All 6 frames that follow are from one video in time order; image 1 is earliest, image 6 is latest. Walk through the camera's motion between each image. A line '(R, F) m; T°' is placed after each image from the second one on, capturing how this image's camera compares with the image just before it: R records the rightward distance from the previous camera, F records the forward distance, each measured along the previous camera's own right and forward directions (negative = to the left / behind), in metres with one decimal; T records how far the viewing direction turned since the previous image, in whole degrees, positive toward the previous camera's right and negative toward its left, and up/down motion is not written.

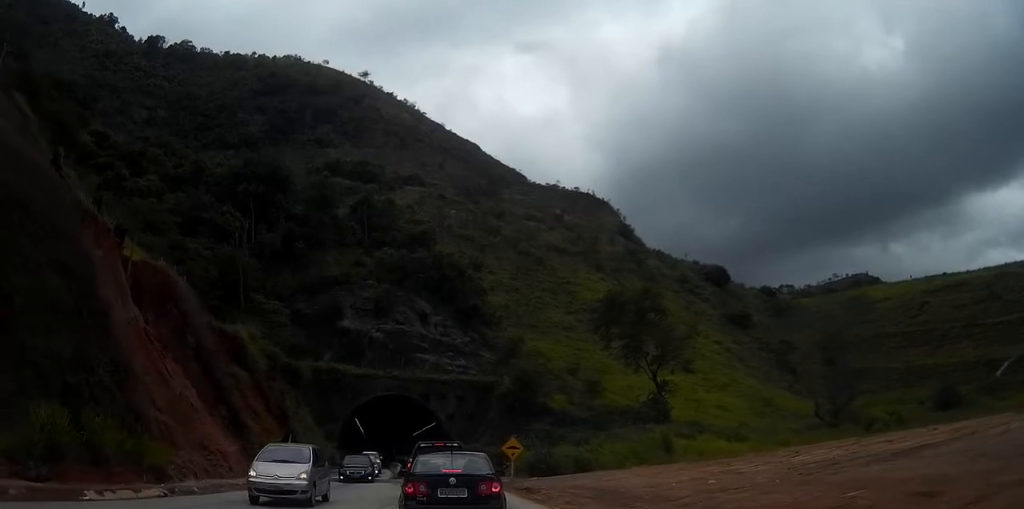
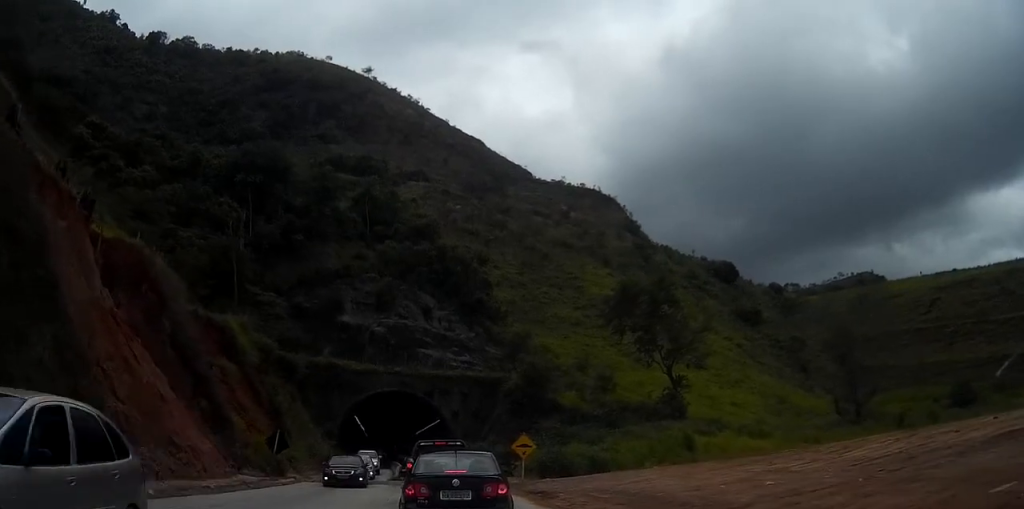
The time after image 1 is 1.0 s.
(-0.1, +4.4) m; -1°
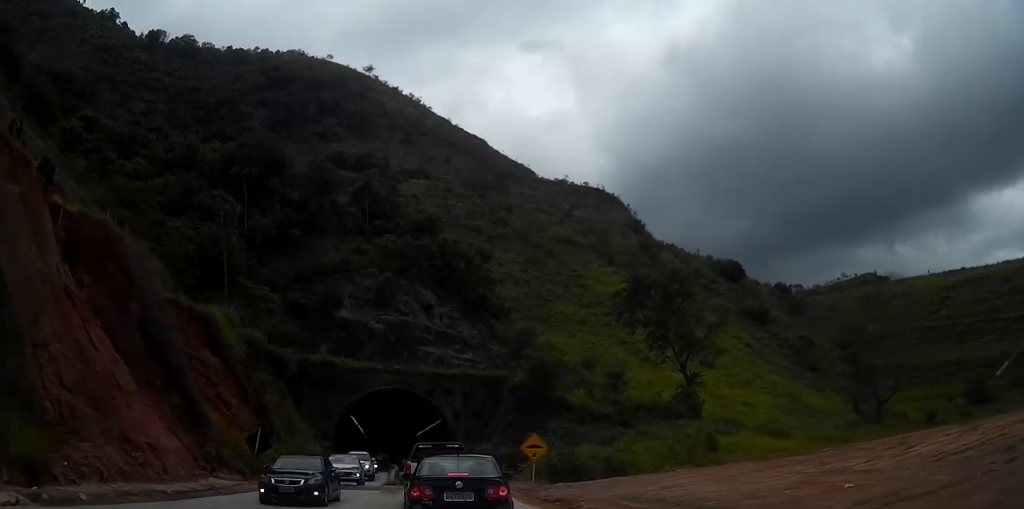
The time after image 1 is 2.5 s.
(0.0, +4.6) m; +1°
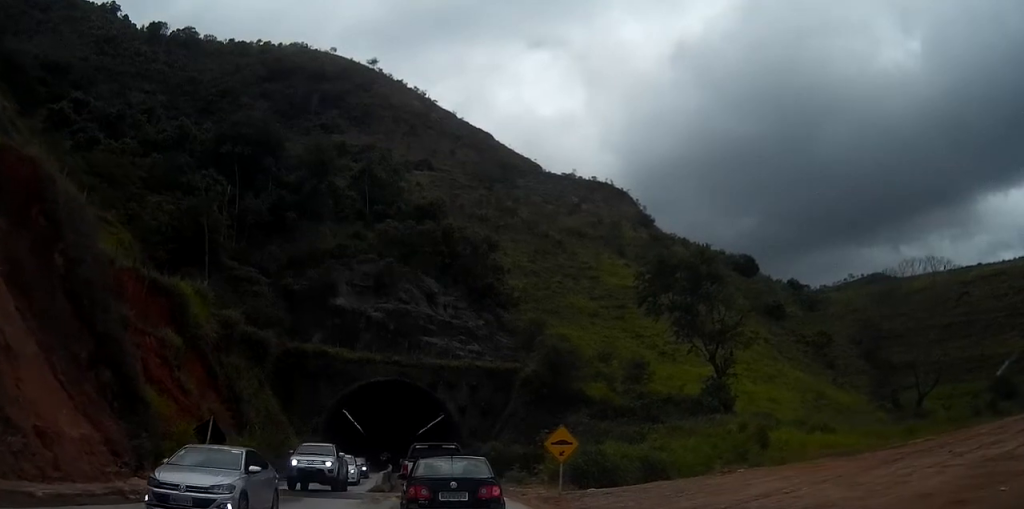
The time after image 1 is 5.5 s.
(+0.2, +7.5) m; 0°
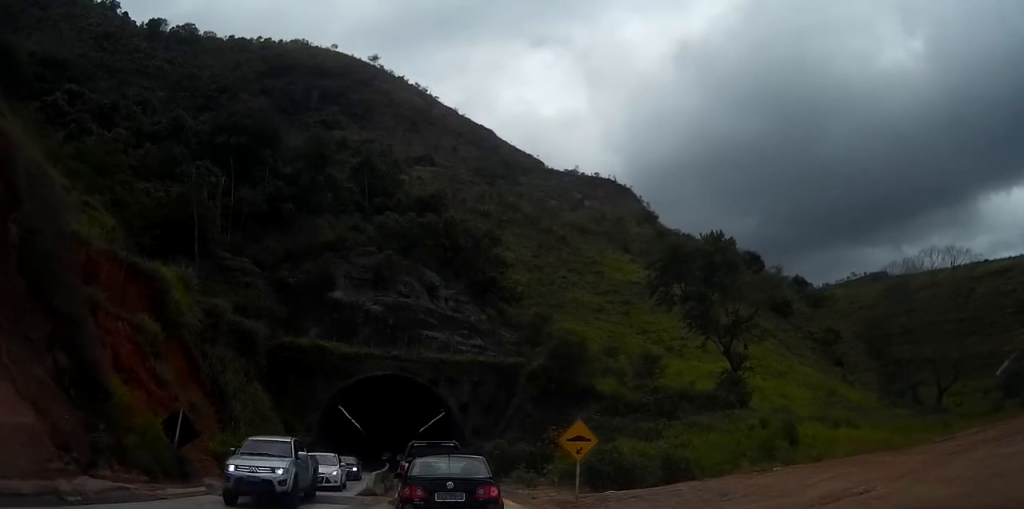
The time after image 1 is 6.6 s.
(-0.1, +3.2) m; -1°
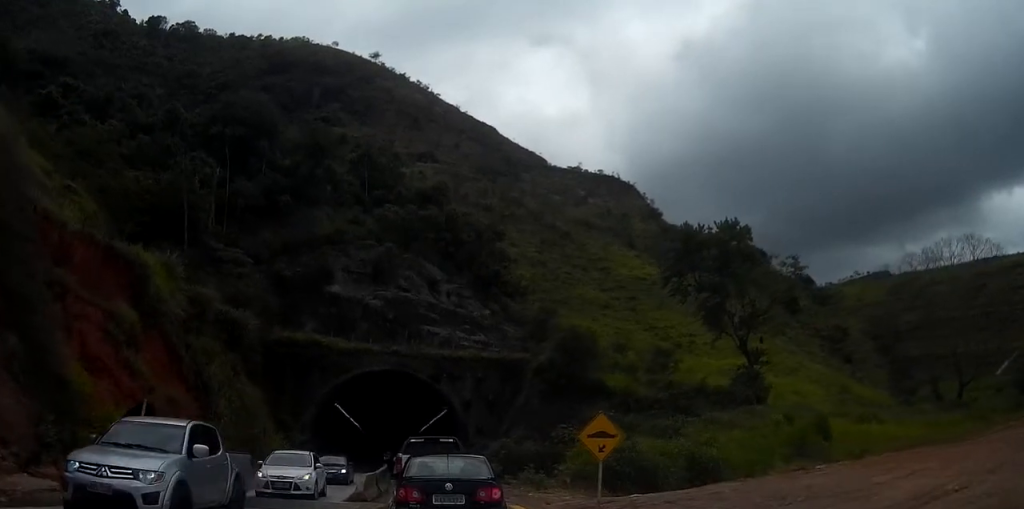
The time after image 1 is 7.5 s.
(0.0, +3.0) m; +2°
